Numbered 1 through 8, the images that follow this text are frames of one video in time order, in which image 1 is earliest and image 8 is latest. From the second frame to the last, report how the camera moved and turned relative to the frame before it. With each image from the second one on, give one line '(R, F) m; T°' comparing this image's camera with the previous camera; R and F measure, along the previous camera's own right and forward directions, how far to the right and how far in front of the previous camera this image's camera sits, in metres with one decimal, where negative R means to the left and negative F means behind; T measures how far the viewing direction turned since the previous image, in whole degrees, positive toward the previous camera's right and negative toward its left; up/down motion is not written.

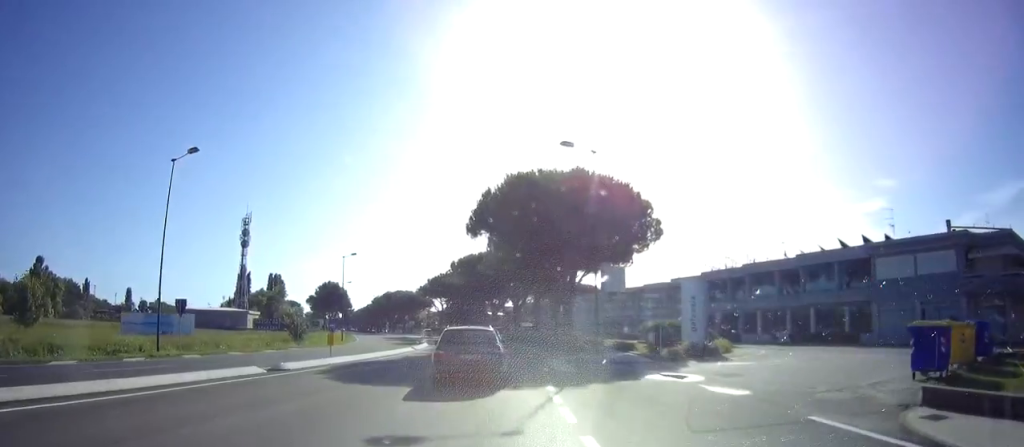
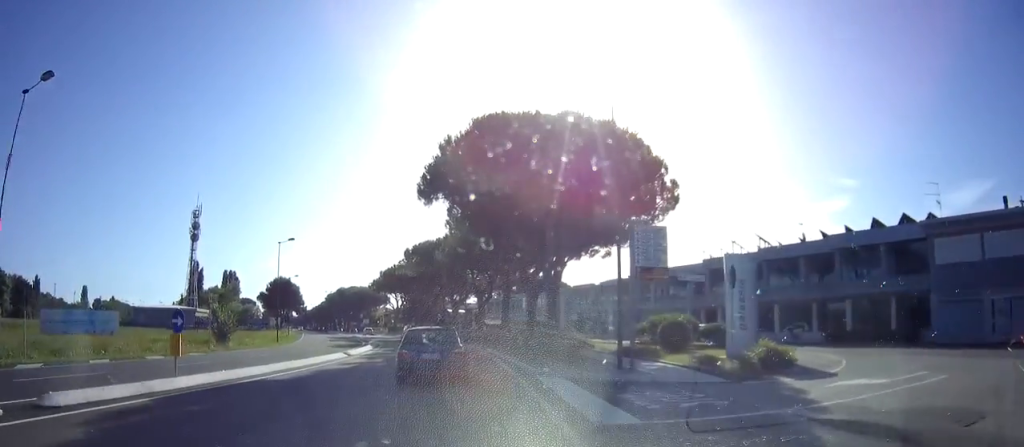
(+0.6, +9.5) m; +4°
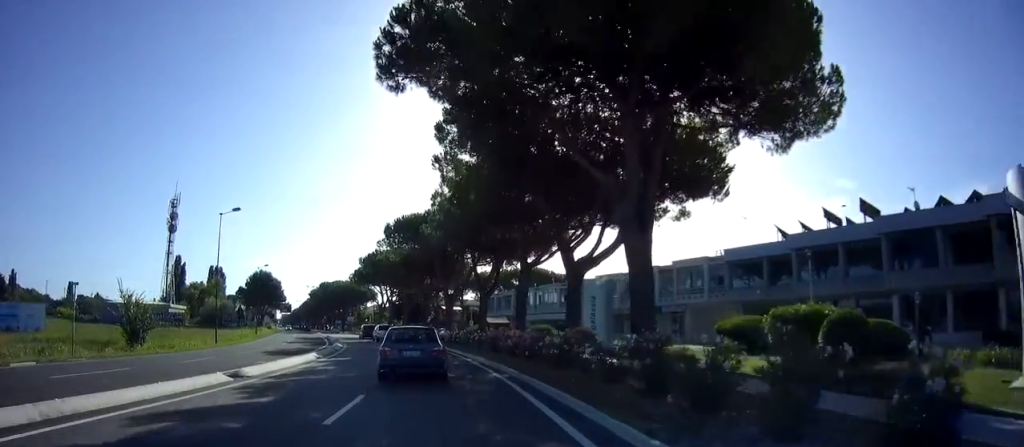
(-0.1, +13.7) m; +1°
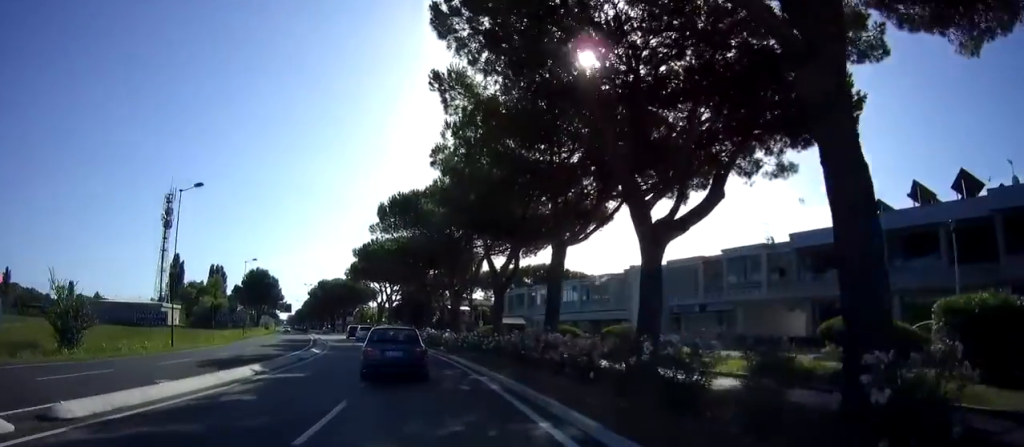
(+0.2, +7.8) m; -1°
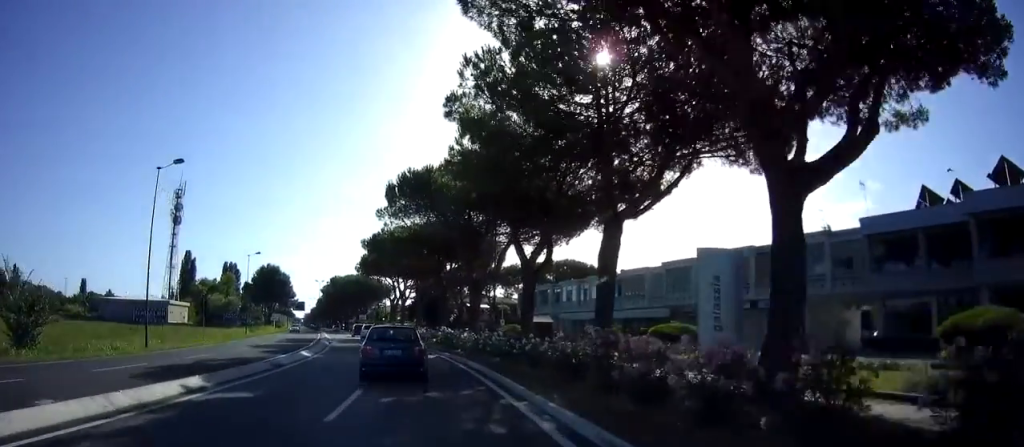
(-0.2, +5.2) m; -2°
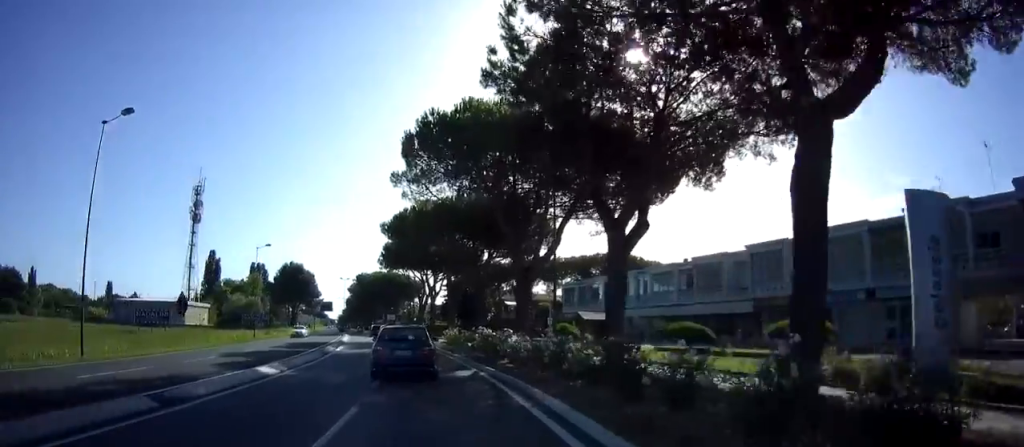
(-0.2, +8.7) m; -3°
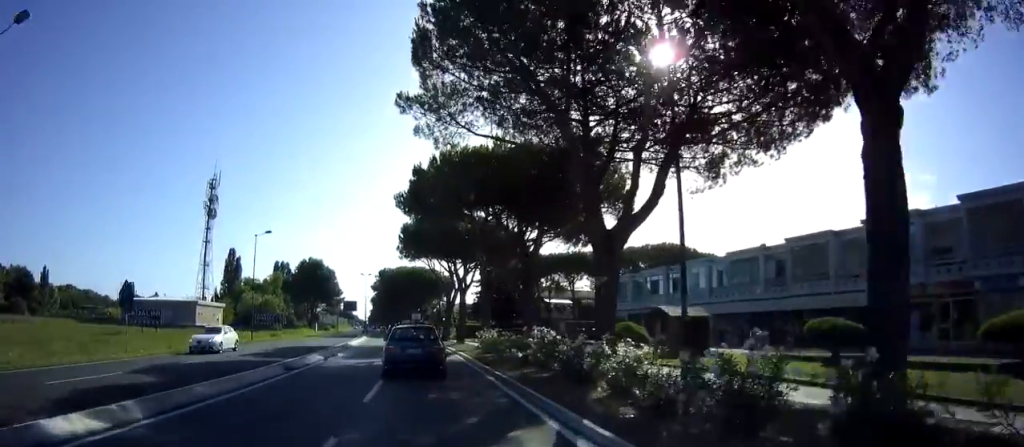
(-0.4, +9.1) m; -3°
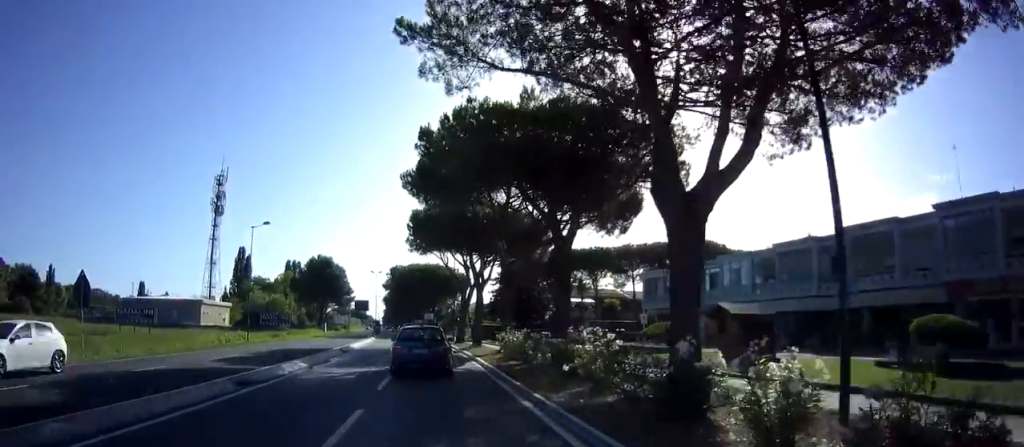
(0.0, +4.7) m; -2°
